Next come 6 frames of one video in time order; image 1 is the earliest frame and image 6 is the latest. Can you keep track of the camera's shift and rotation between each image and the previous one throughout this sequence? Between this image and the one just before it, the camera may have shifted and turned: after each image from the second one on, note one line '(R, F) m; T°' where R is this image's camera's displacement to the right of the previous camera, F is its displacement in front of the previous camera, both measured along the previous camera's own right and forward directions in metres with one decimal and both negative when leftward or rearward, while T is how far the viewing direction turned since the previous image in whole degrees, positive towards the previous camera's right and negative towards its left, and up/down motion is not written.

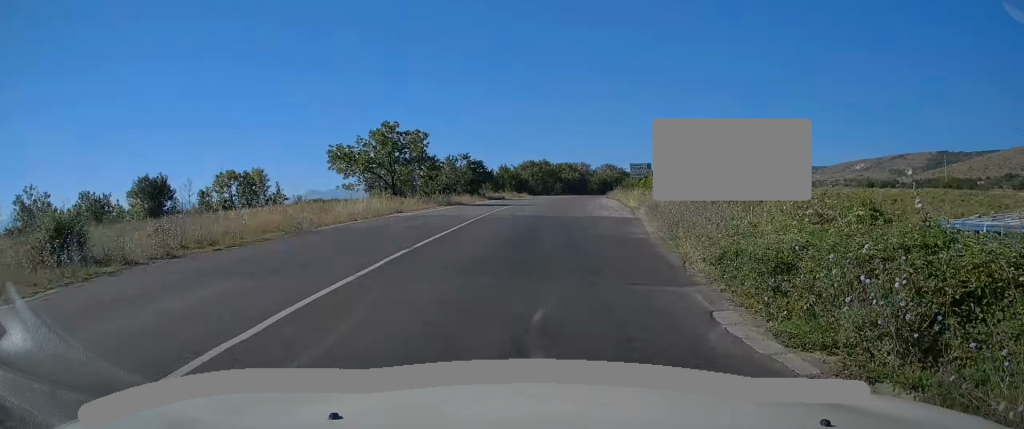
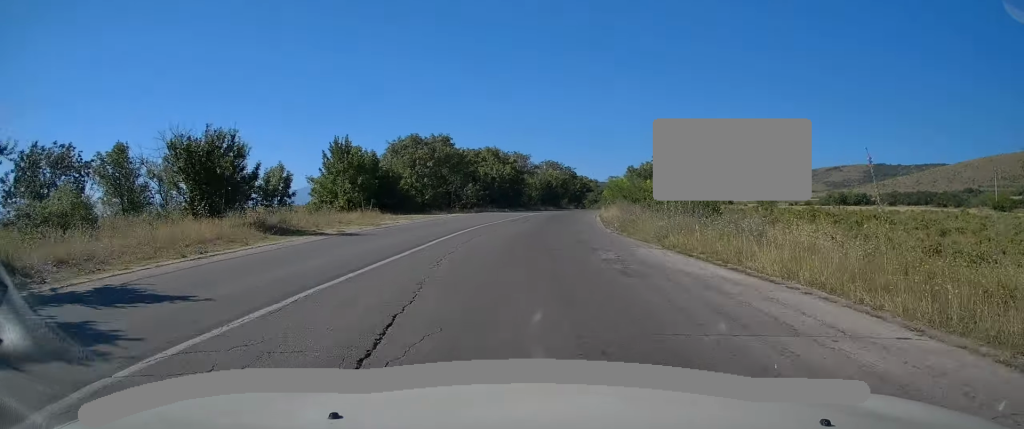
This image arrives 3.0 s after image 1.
(+3.9, +55.2) m; +7°
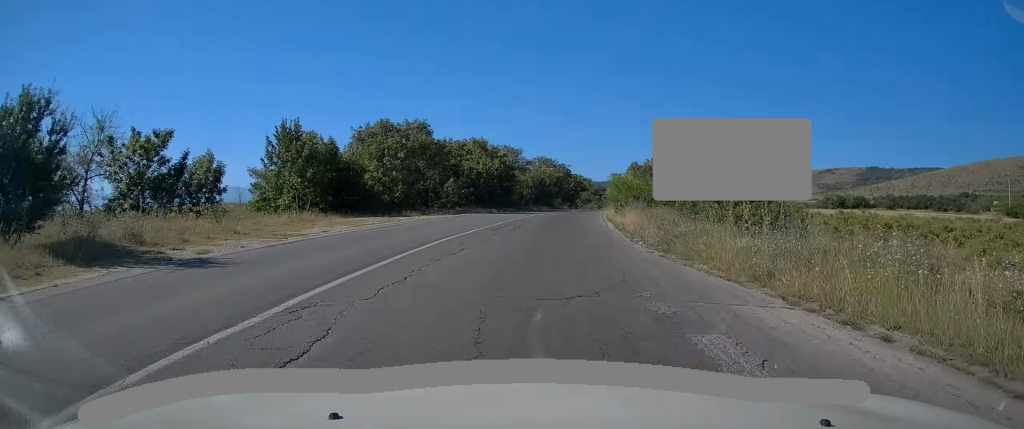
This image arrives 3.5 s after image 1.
(+0.1, +8.1) m; +1°
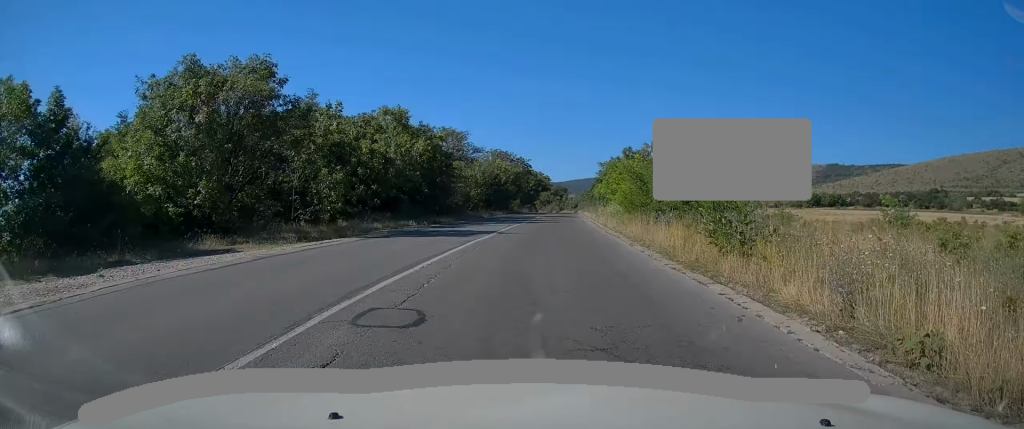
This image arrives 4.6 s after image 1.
(+0.4, +20.5) m; +2°
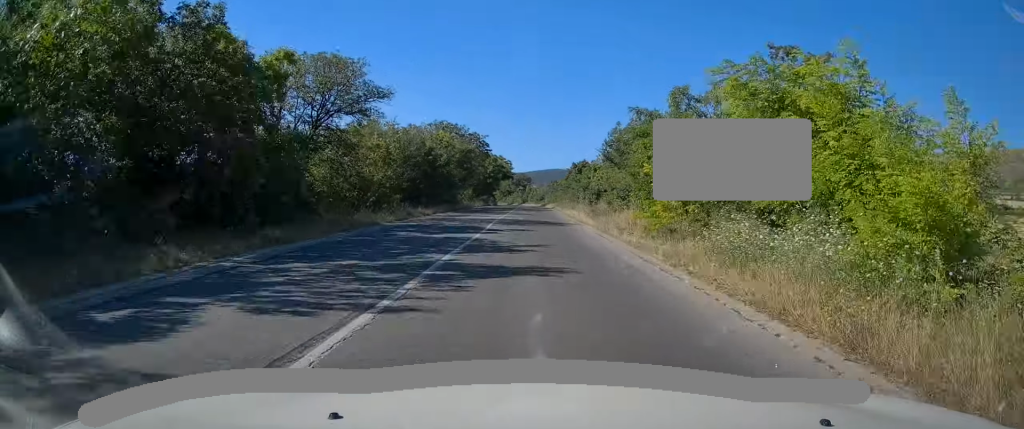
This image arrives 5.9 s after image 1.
(+0.6, +24.6) m; +3°
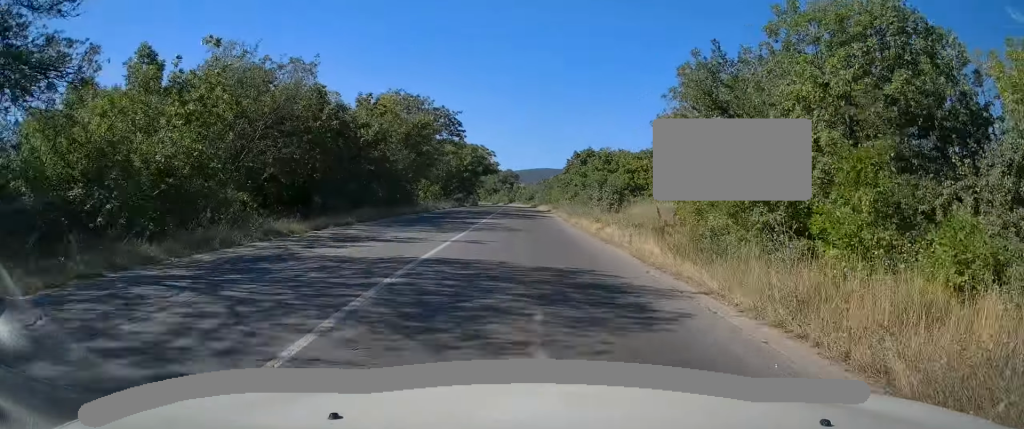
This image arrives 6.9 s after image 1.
(+0.5, +19.6) m; +2°
